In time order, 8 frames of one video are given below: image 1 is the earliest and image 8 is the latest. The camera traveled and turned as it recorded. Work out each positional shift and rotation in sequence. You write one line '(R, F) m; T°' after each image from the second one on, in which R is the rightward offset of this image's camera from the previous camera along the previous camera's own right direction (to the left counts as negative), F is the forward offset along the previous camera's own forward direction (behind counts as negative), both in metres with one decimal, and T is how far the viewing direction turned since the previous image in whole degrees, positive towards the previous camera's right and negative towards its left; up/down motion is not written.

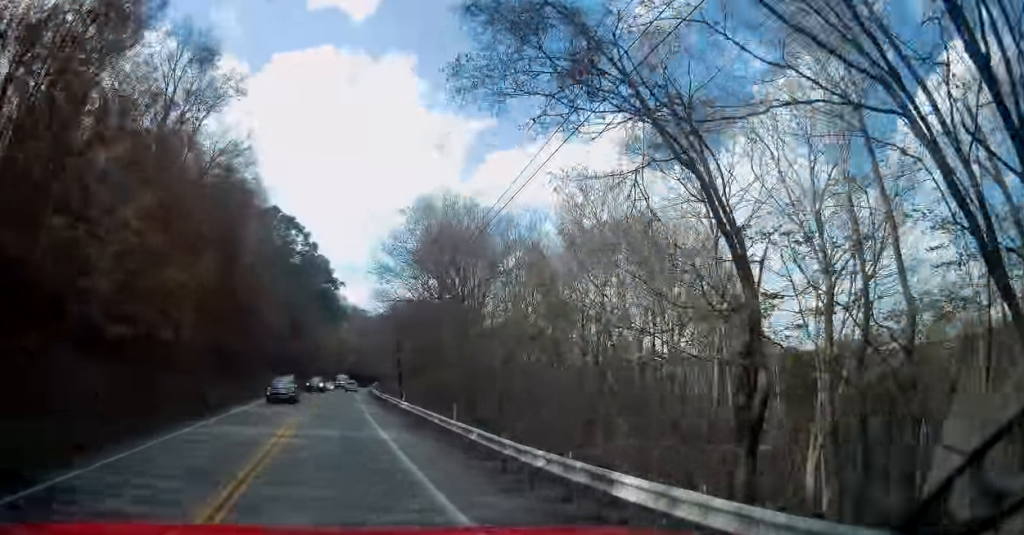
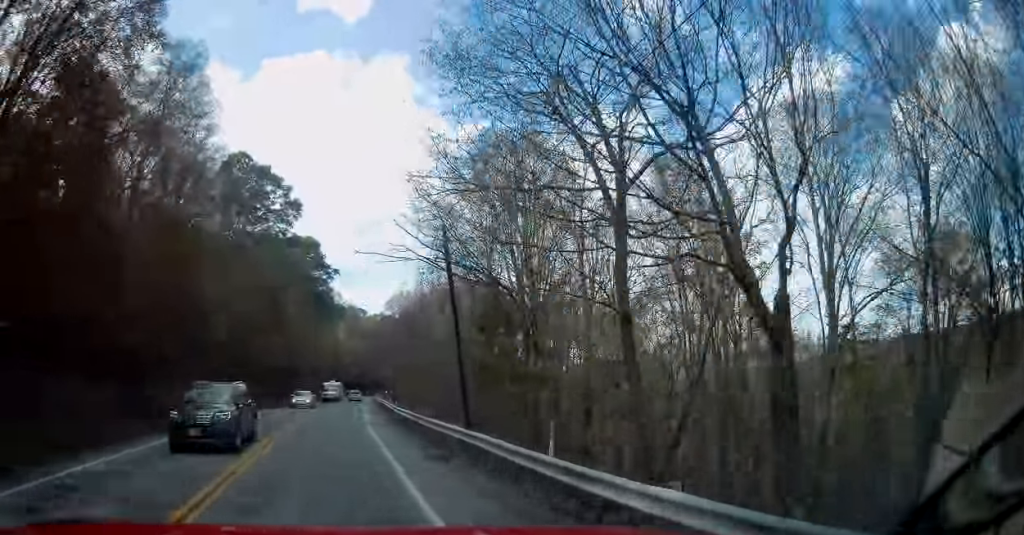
(-0.2, +24.3) m; 0°
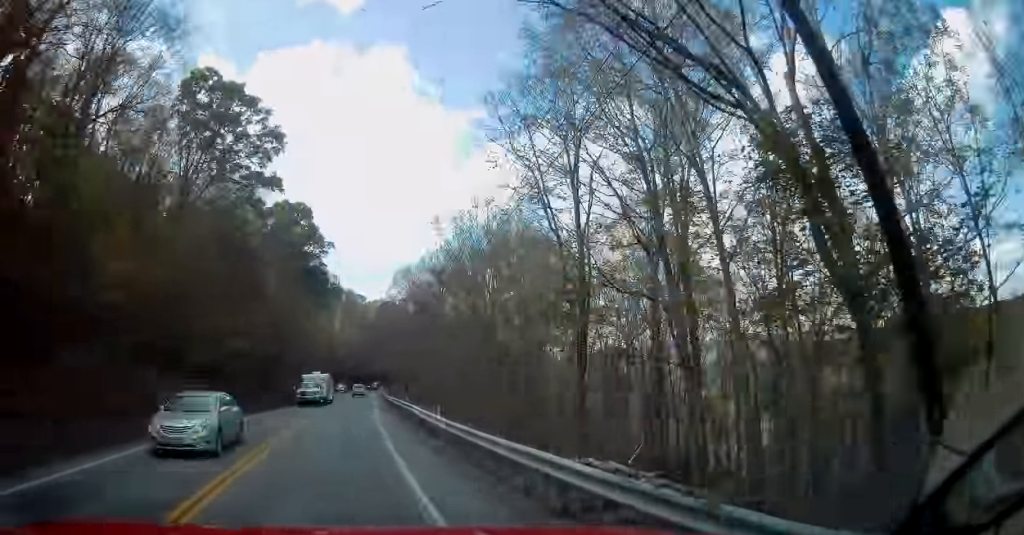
(0.0, +17.5) m; +1°
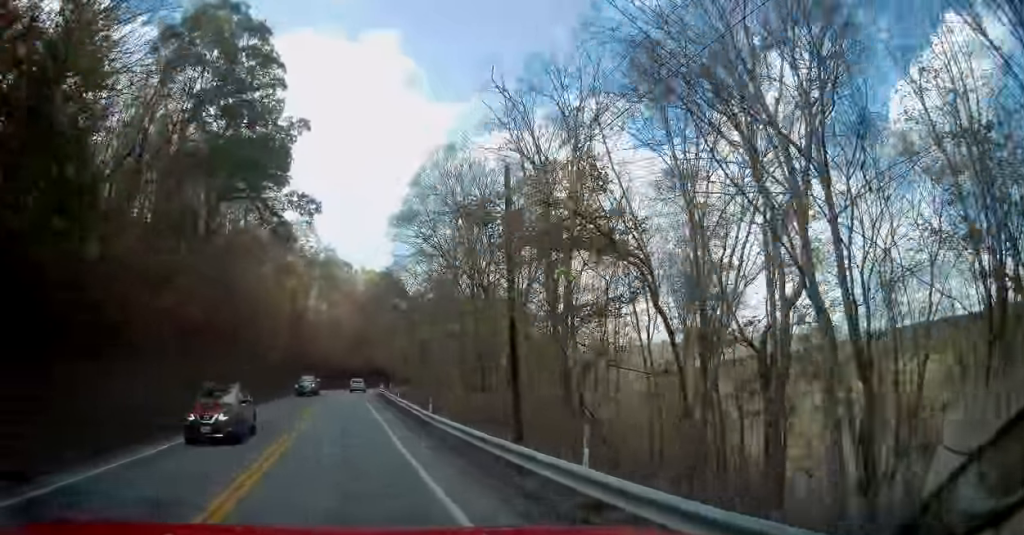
(+1.0, +43.3) m; +2°
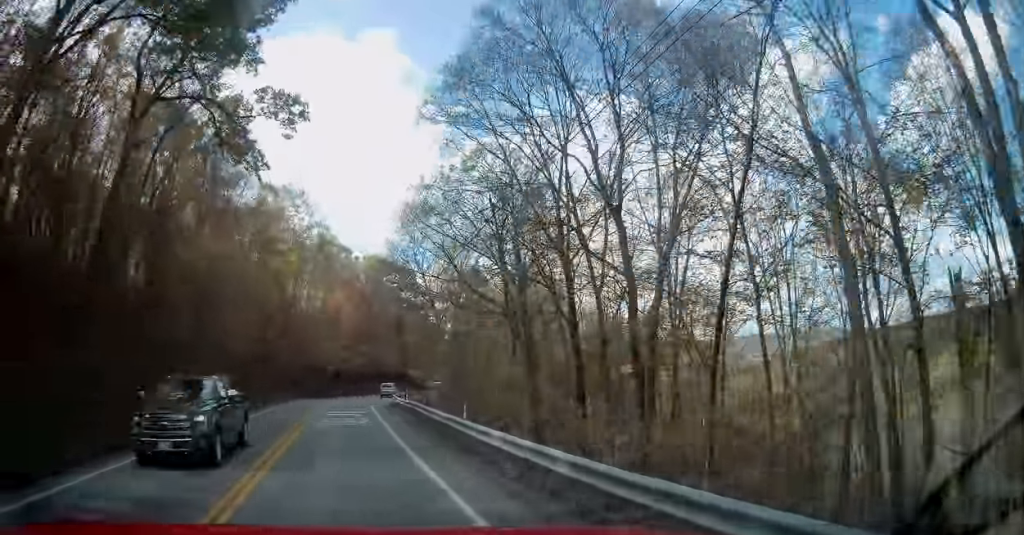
(+0.2, +20.6) m; 0°
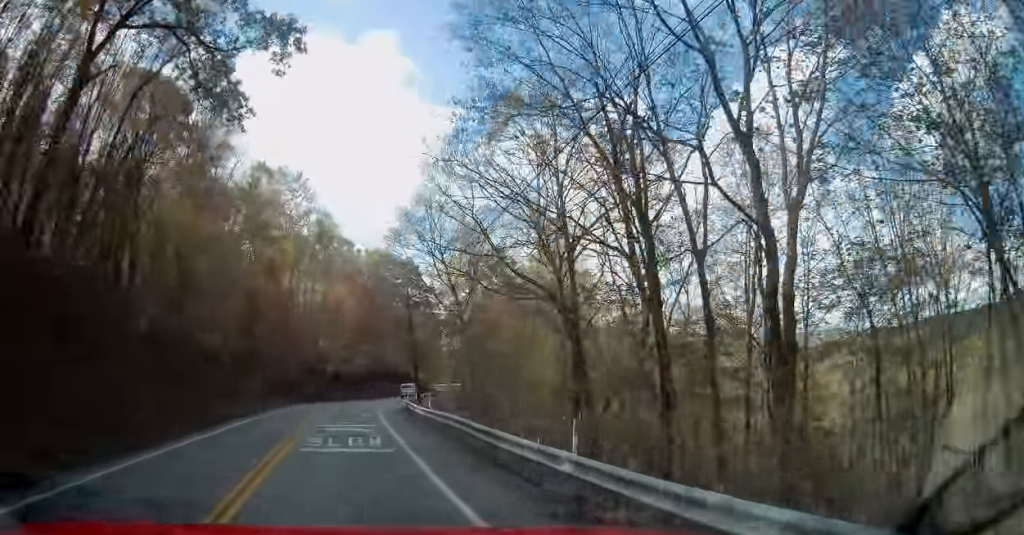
(-0.1, +8.1) m; 0°
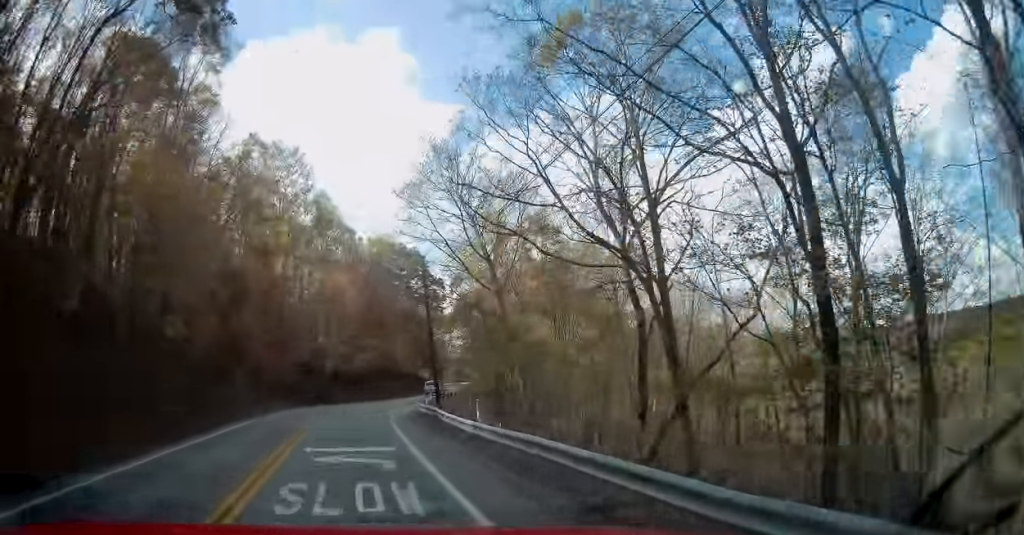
(0.0, +8.6) m; +1°
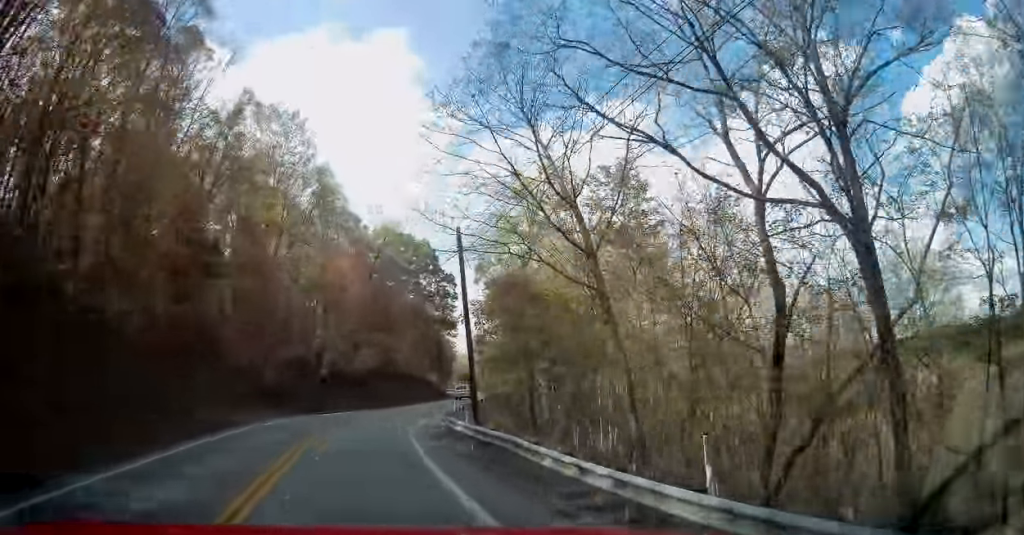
(0.0, +10.3) m; +1°
